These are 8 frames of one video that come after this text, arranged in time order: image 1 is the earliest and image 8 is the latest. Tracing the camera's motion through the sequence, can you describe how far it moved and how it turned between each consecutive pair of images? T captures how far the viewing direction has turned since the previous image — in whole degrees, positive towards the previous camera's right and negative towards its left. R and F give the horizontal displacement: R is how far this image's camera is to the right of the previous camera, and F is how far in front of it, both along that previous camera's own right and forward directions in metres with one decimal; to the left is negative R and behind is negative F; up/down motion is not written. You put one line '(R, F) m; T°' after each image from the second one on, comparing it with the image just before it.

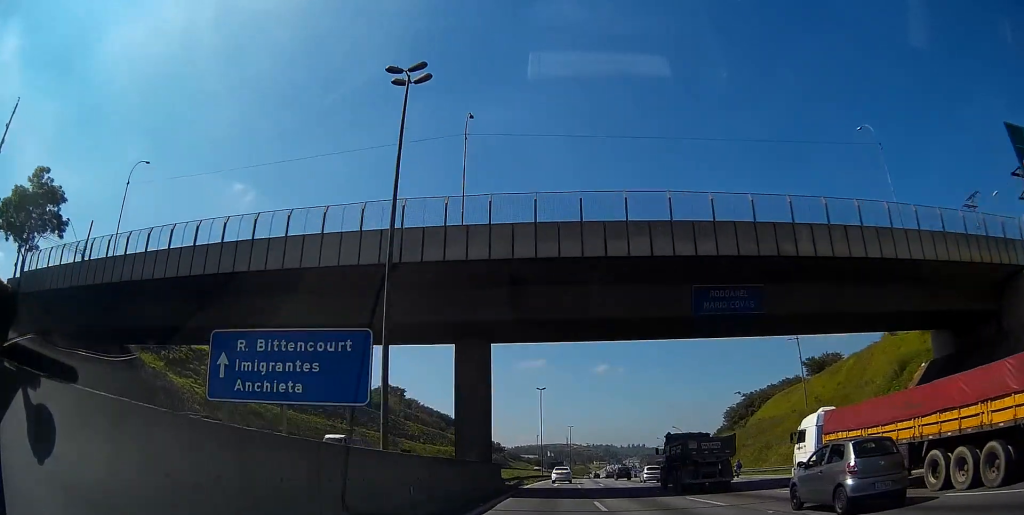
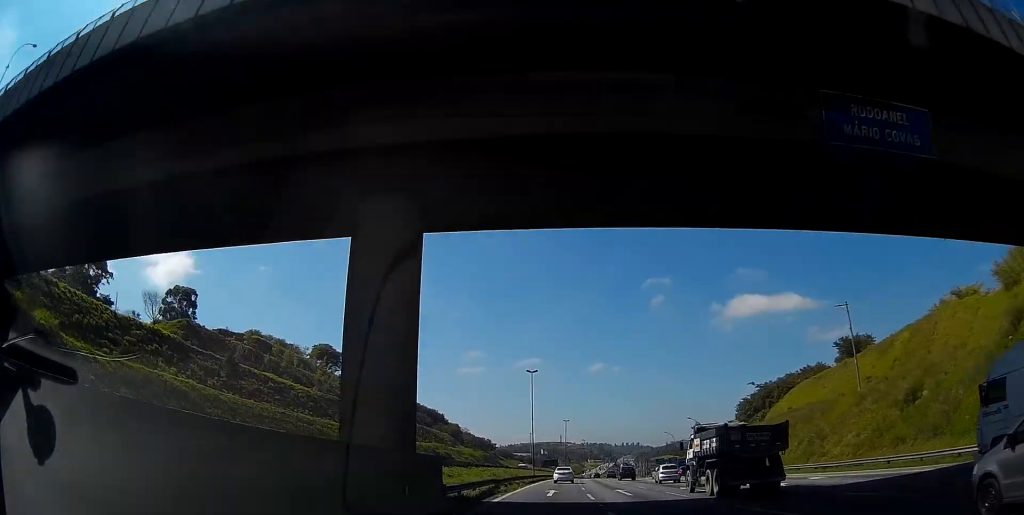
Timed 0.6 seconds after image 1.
(0.0, +17.6) m; 0°
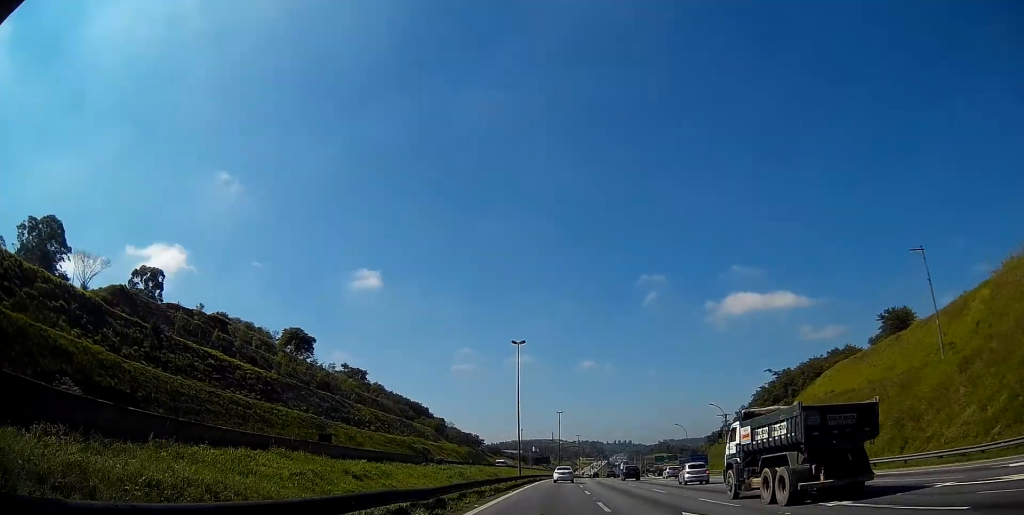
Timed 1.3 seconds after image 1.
(0.0, +18.3) m; 0°
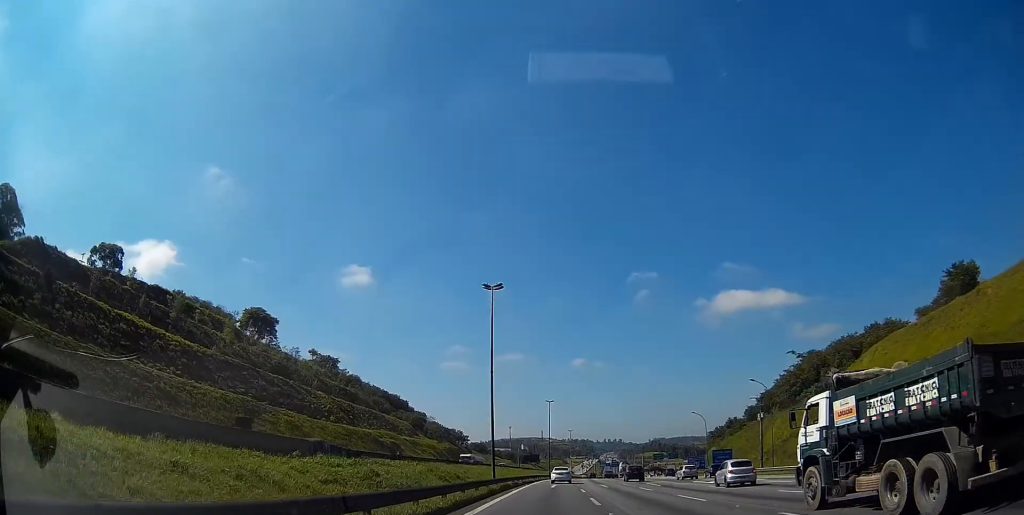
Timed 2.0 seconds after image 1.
(-0.1, +20.2) m; +1°
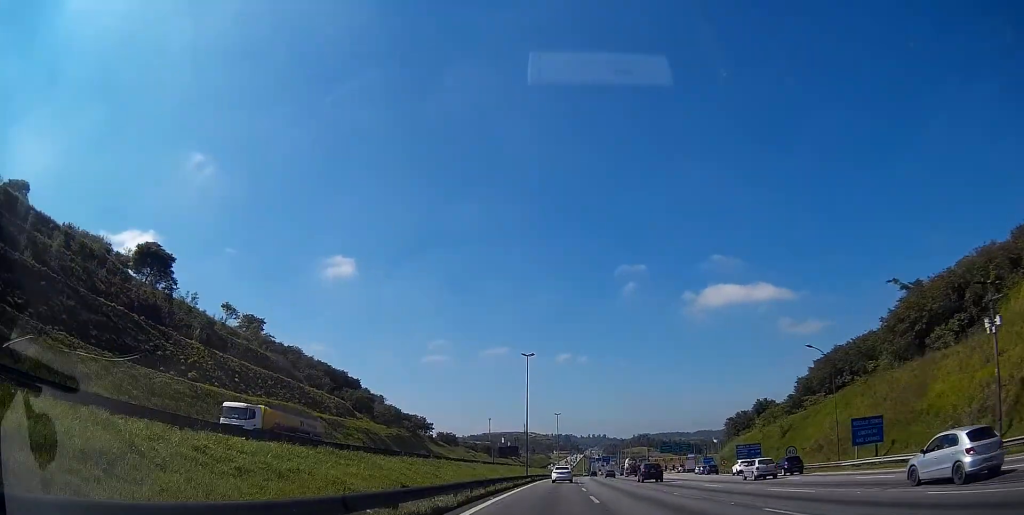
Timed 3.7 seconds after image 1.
(+1.4, +43.5) m; +2°
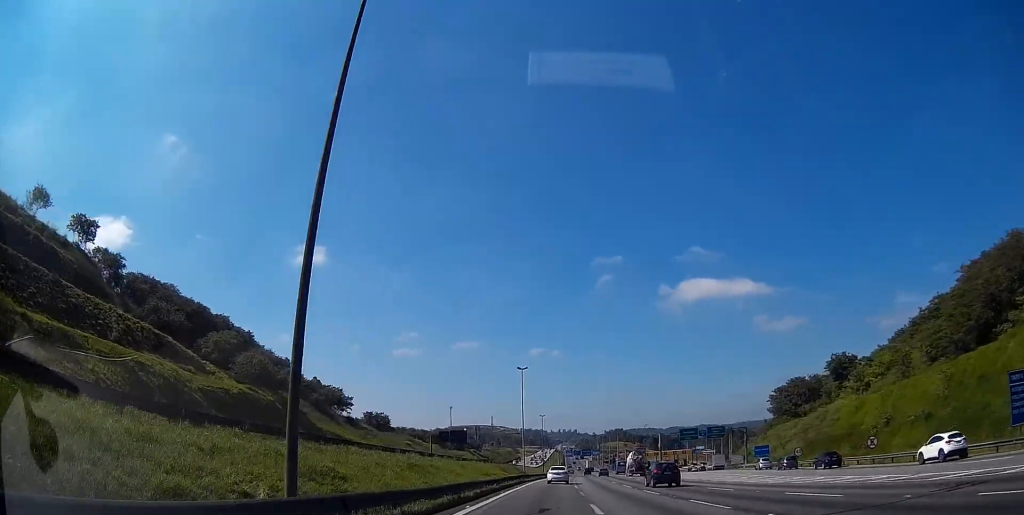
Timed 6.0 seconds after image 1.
(+0.3, +54.2) m; +2°
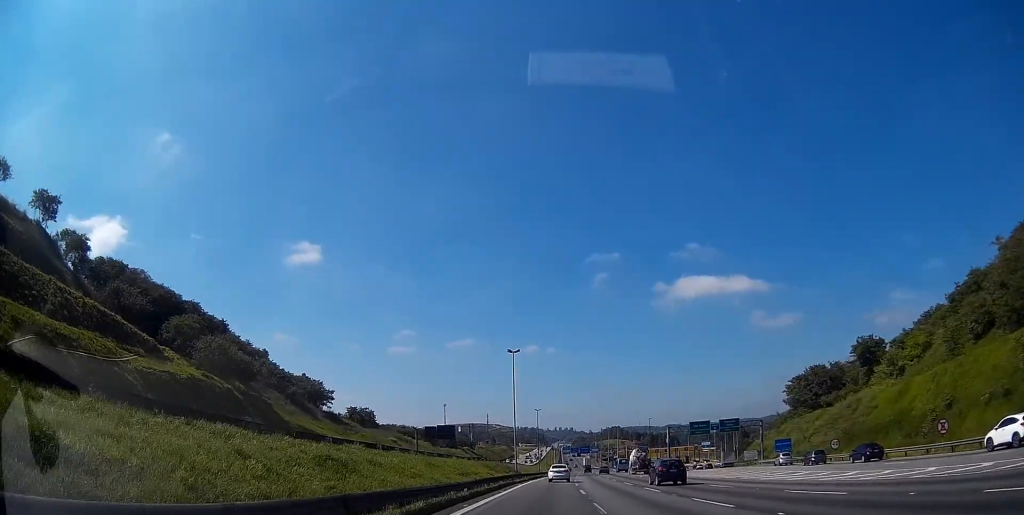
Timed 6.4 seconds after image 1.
(+0.1, +10.9) m; +1°
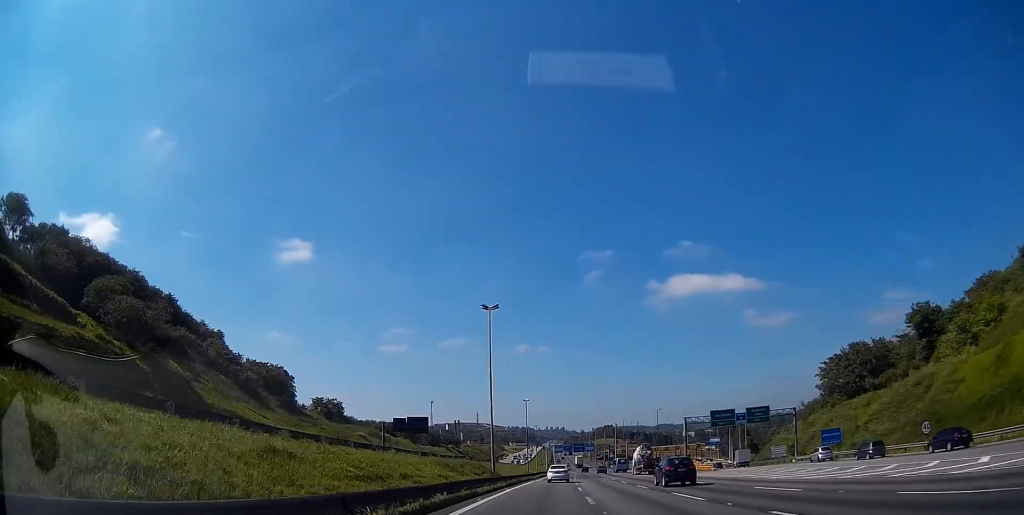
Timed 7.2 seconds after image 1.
(+0.2, +19.2) m; +1°
